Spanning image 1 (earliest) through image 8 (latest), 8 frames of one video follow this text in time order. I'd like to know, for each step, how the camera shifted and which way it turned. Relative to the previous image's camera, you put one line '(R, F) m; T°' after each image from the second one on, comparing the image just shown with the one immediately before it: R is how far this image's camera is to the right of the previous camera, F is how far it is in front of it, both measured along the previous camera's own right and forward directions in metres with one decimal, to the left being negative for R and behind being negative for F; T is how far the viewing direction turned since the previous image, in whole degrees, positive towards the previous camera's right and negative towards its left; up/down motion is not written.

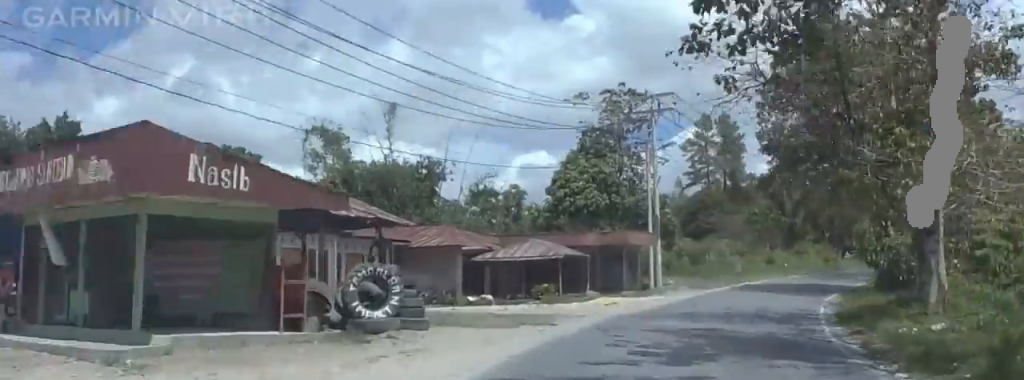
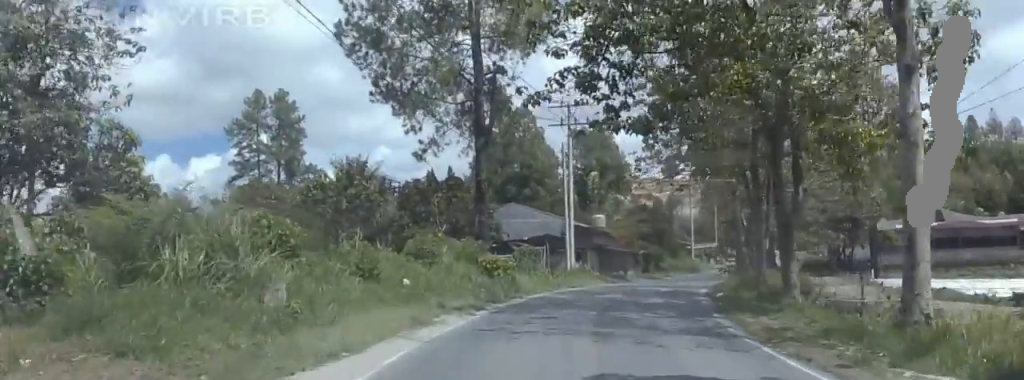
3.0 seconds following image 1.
(+13.2, +40.1) m; +30°
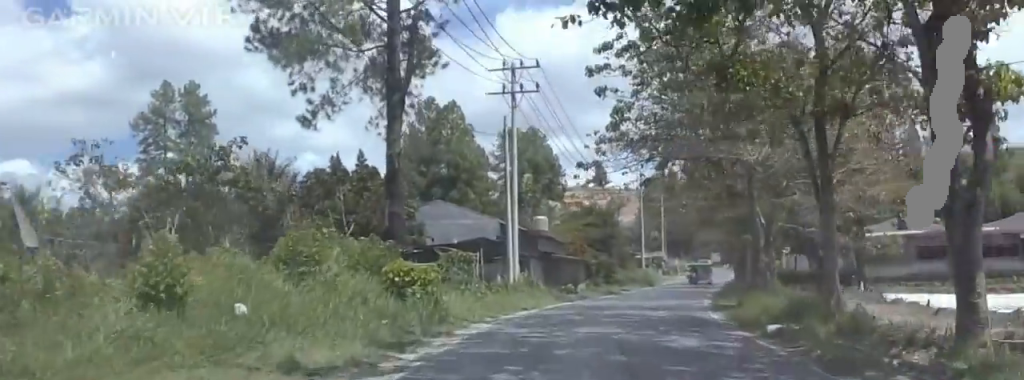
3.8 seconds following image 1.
(+0.2, +12.6) m; +1°
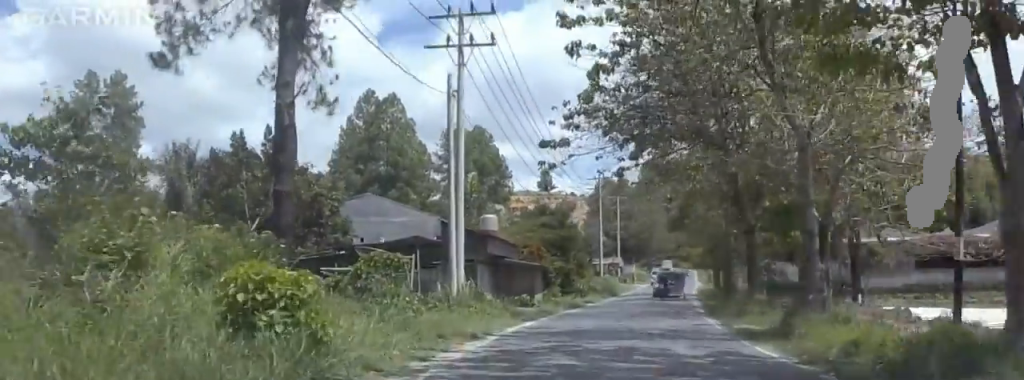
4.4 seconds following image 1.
(0.0, +9.7) m; +2°
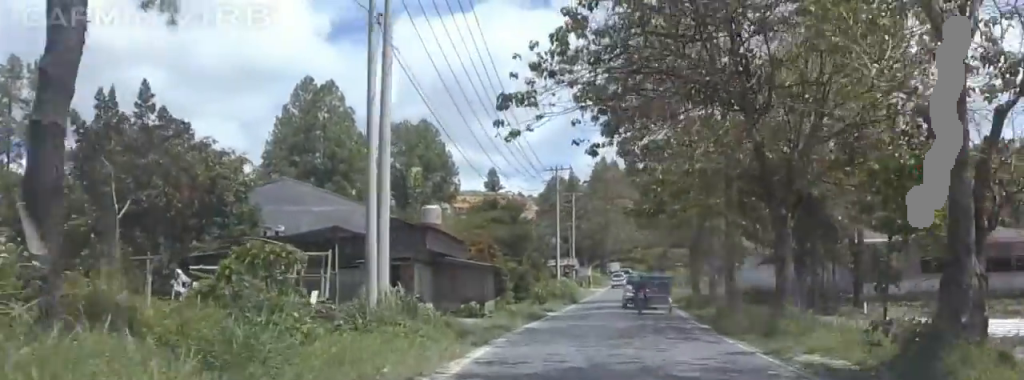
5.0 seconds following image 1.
(-0.3, +9.2) m; +5°
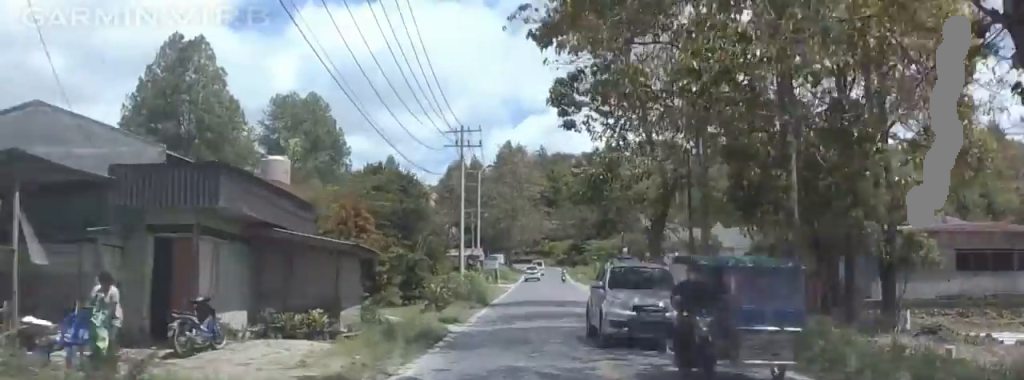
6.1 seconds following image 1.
(+2.1, +16.3) m; +9°
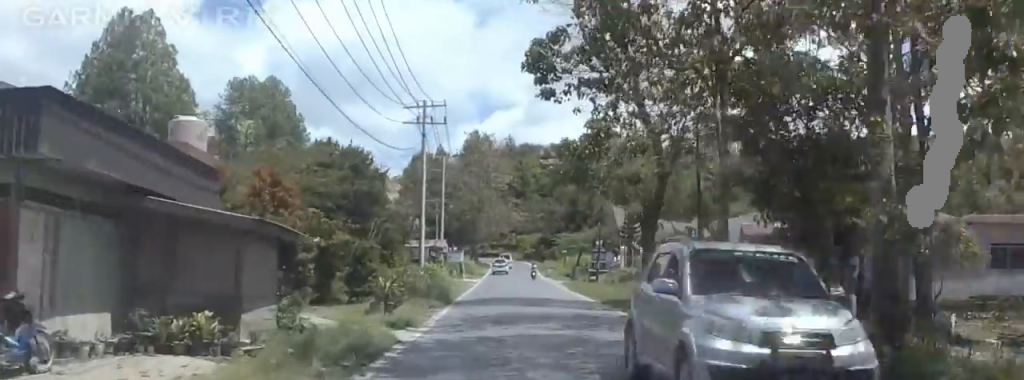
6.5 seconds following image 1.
(0.0, +6.1) m; +2°
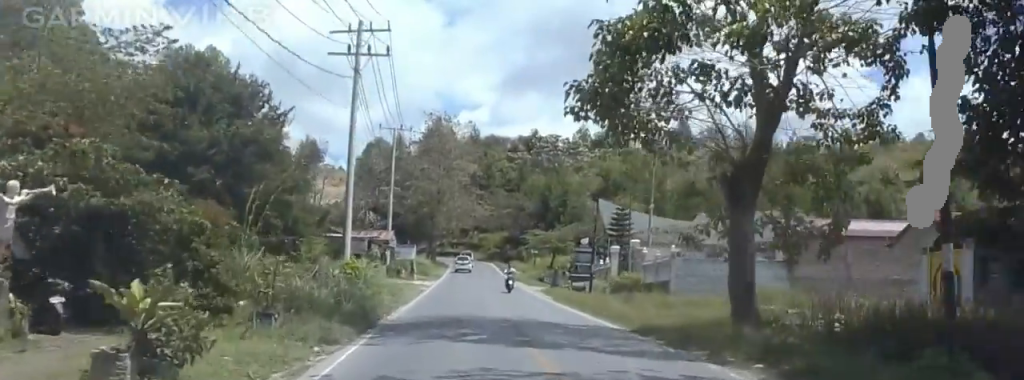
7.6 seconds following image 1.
(+0.5, +15.6) m; +3°
